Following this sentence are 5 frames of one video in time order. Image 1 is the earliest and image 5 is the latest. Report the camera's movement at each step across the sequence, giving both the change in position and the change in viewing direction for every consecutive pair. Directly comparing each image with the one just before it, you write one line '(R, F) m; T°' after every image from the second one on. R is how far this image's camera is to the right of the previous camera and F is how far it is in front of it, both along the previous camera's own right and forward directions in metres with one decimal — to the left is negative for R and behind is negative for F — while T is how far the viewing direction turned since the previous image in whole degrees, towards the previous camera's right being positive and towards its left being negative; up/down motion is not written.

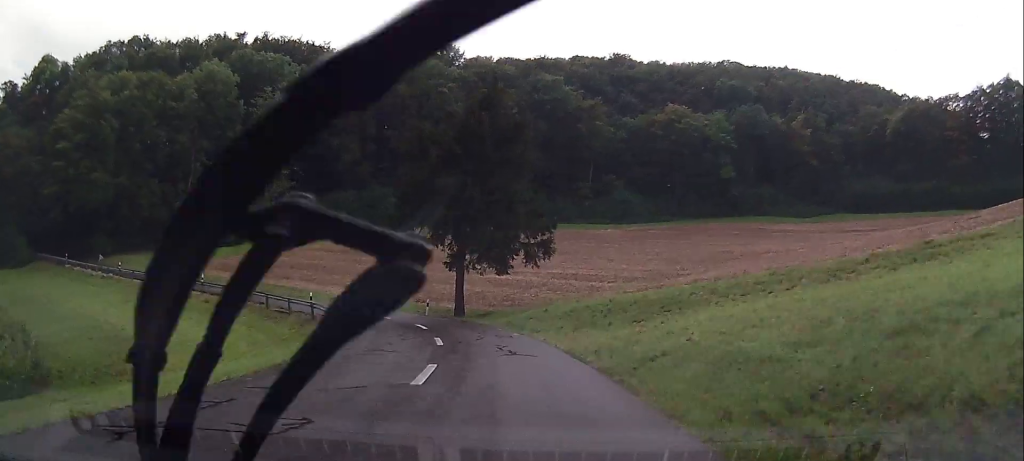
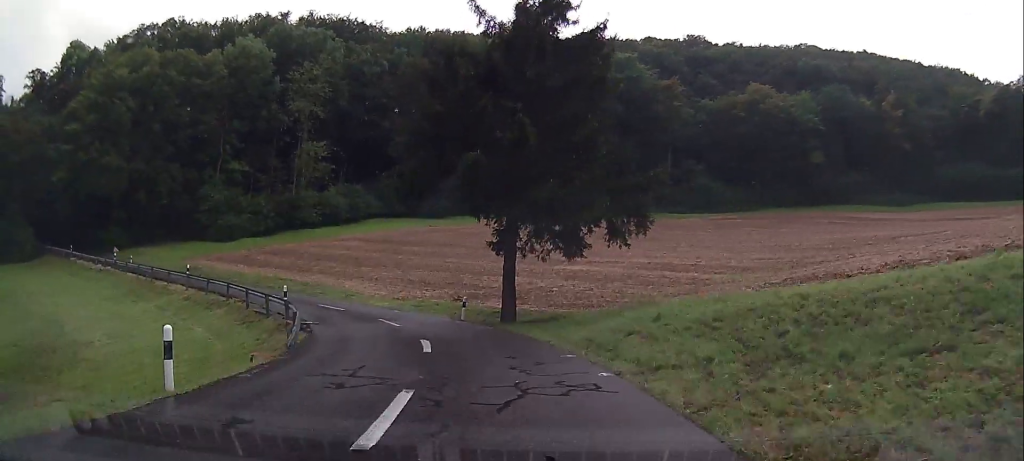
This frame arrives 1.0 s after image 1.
(-0.6, +13.4) m; -5°
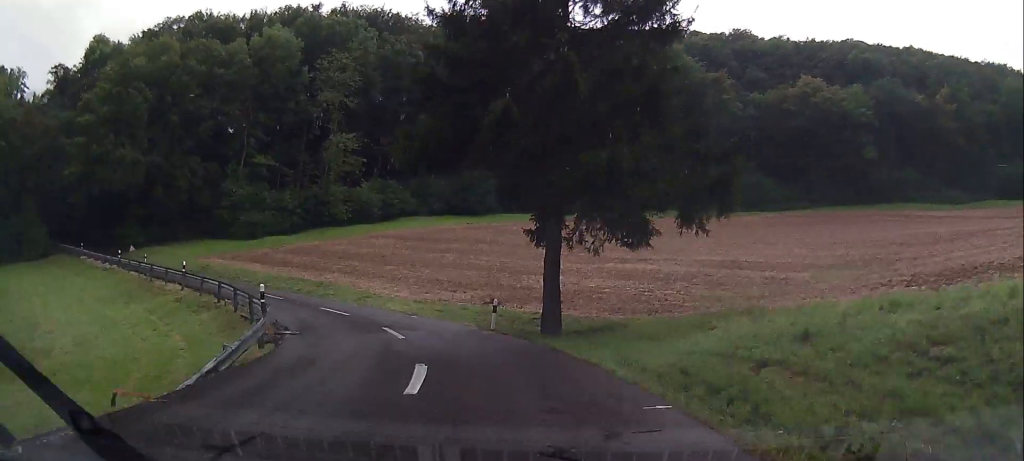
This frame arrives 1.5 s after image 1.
(-0.1, +6.2) m; -3°
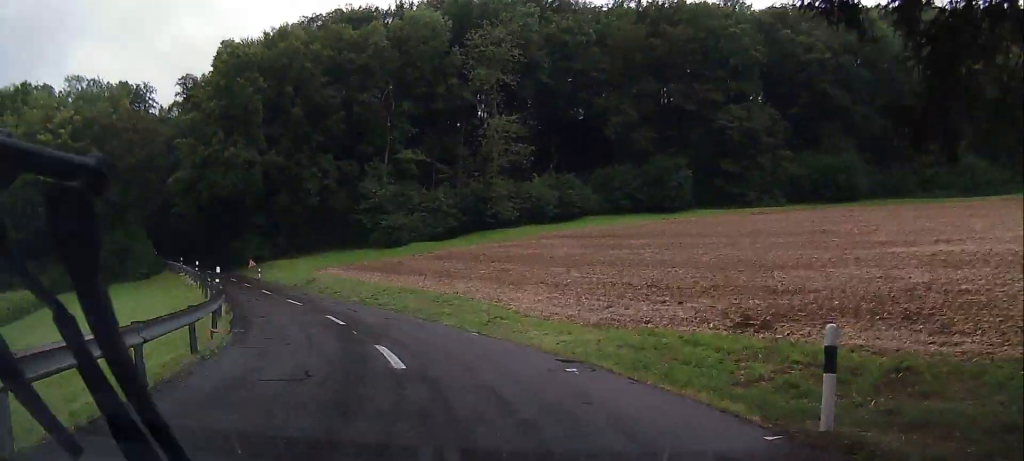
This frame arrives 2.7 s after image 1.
(-1.3, +16.3) m; -5°
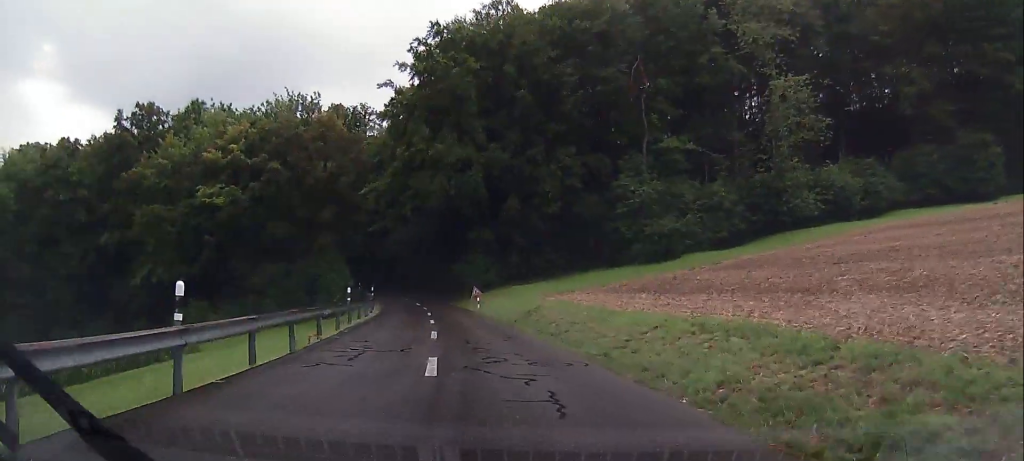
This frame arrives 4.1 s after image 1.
(-0.2, +17.0) m; -6°
